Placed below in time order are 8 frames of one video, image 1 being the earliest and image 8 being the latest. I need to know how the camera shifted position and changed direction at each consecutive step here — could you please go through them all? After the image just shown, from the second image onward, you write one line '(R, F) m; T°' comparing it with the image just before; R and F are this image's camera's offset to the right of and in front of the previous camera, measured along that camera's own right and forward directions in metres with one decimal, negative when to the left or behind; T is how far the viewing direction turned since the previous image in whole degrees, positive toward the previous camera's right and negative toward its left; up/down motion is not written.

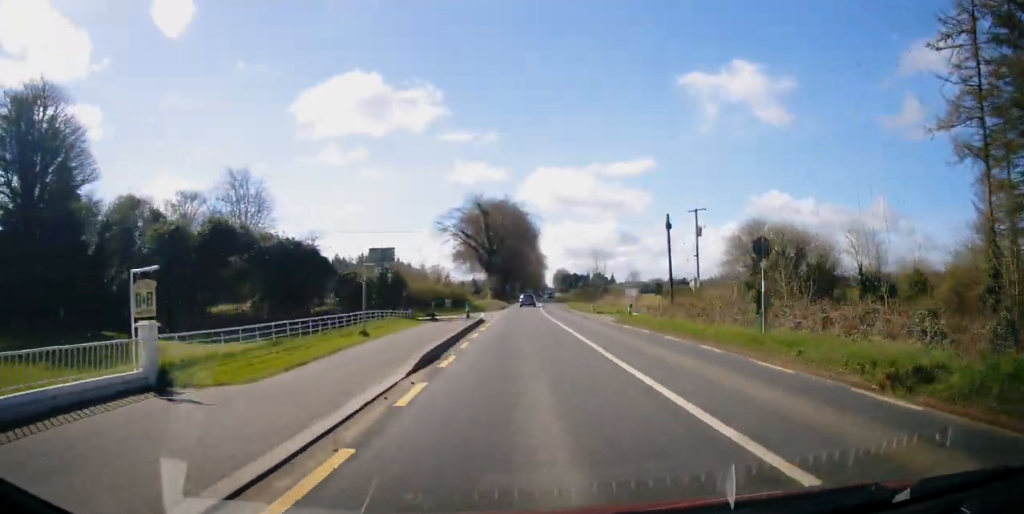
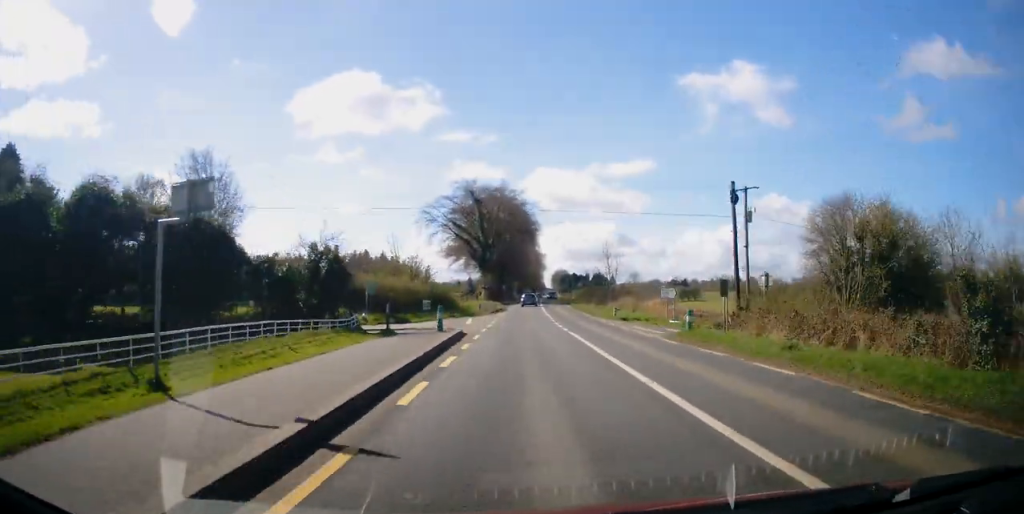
(0.0, +12.2) m; 0°
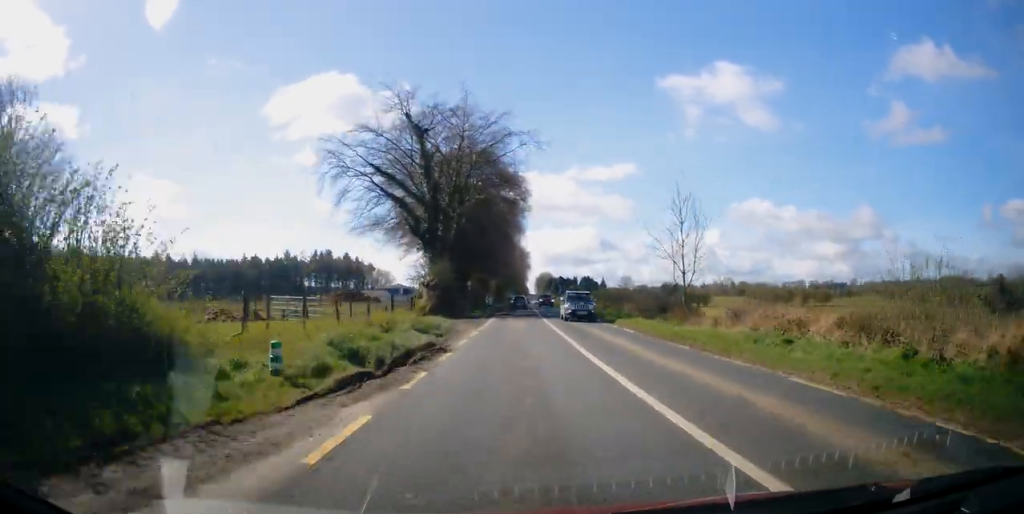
(-1.2, +38.9) m; -5°
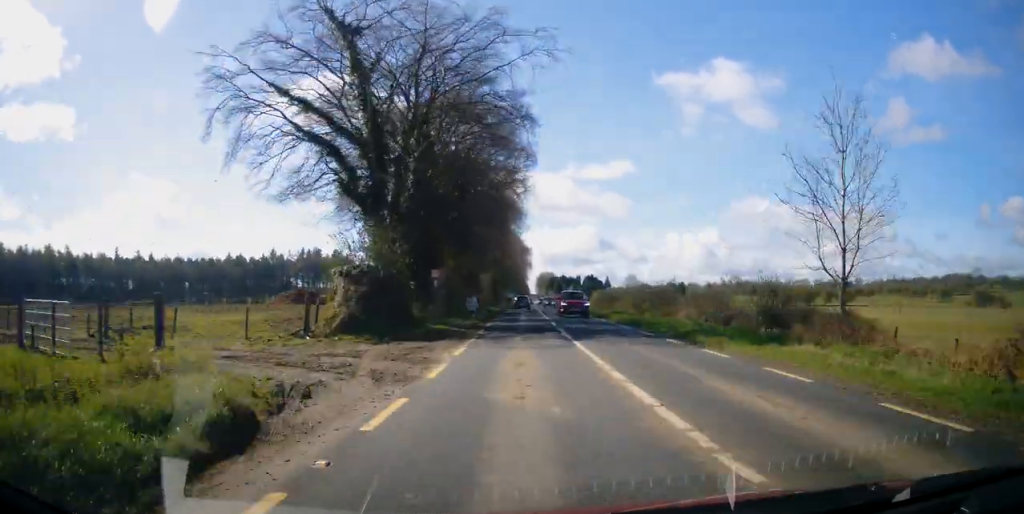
(+0.2, +18.2) m; +10°
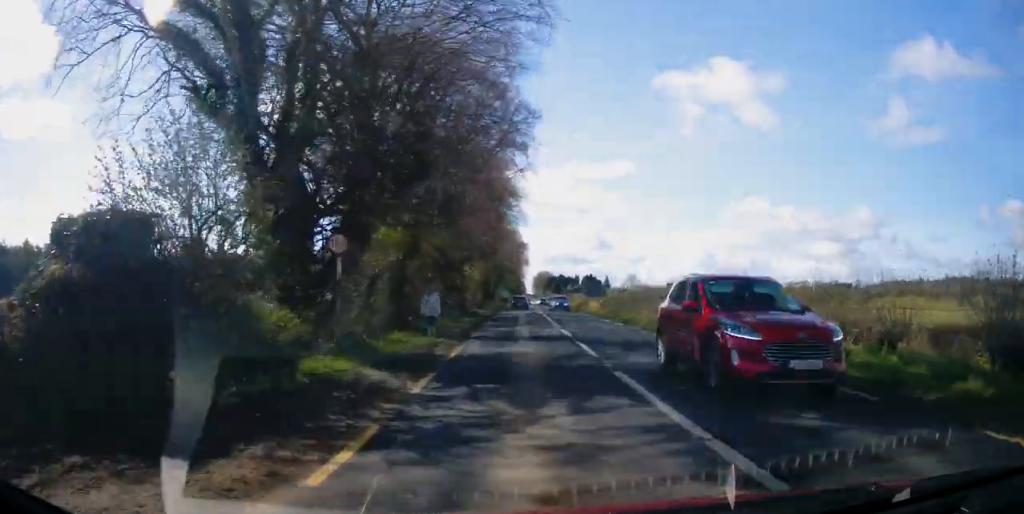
(+2.8, +14.2) m; +5°
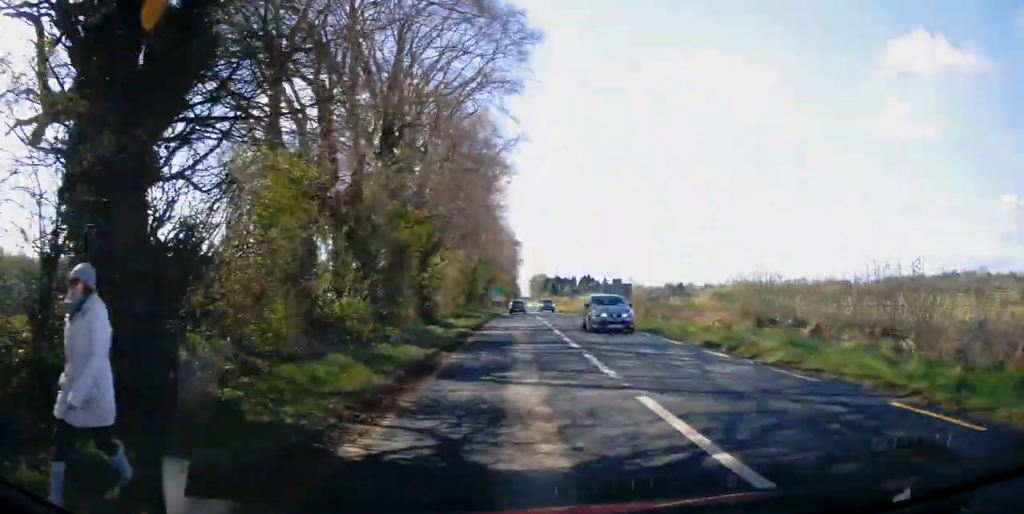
(-1.9, +14.7) m; -8°
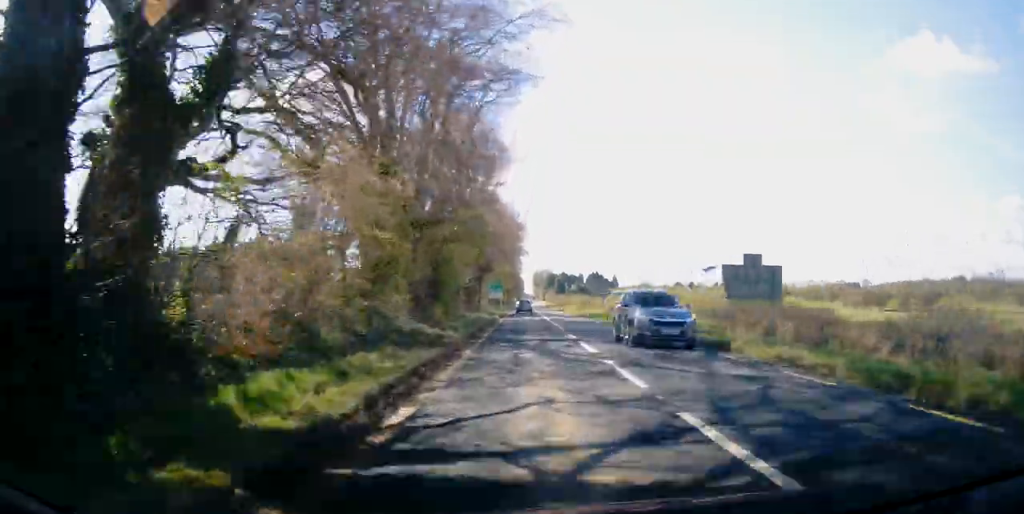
(-0.2, +24.4) m; 0°
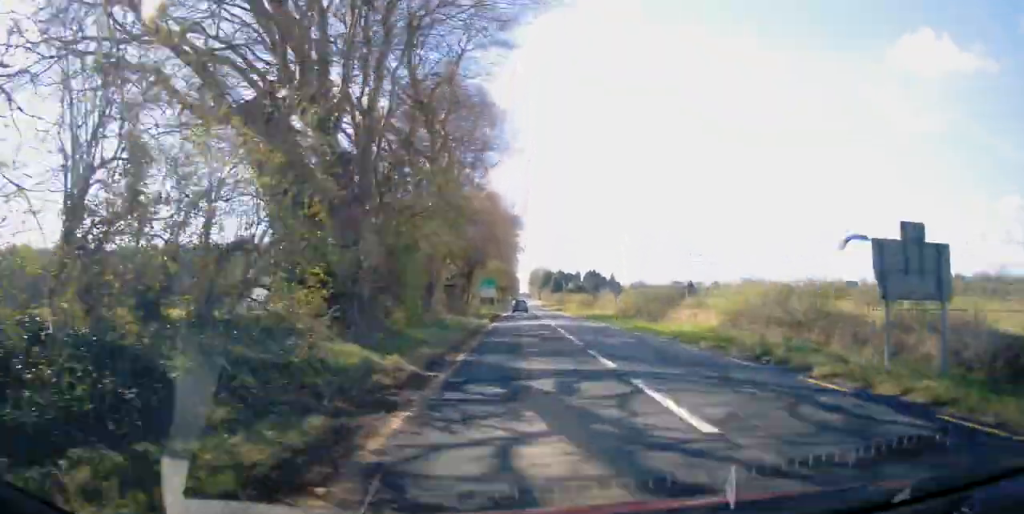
(-0.1, +8.7) m; 0°
